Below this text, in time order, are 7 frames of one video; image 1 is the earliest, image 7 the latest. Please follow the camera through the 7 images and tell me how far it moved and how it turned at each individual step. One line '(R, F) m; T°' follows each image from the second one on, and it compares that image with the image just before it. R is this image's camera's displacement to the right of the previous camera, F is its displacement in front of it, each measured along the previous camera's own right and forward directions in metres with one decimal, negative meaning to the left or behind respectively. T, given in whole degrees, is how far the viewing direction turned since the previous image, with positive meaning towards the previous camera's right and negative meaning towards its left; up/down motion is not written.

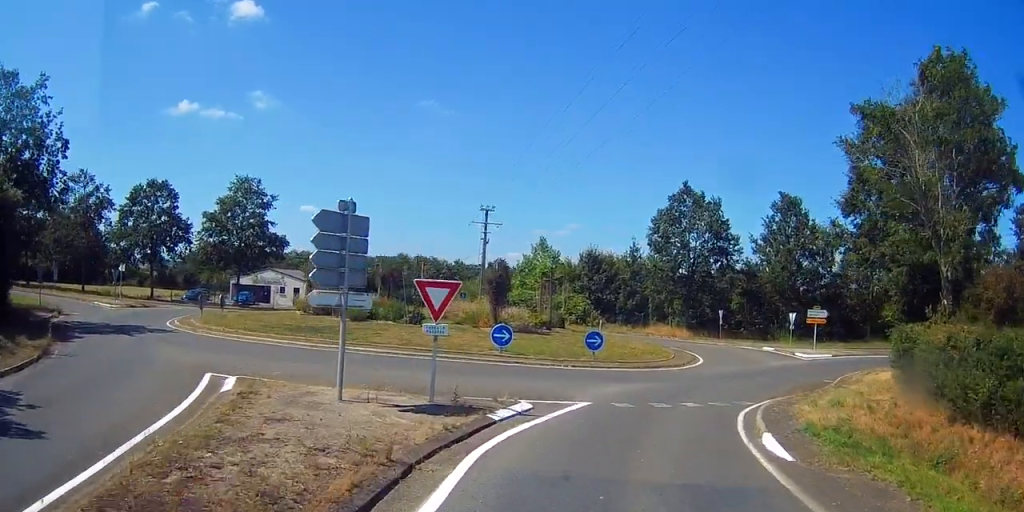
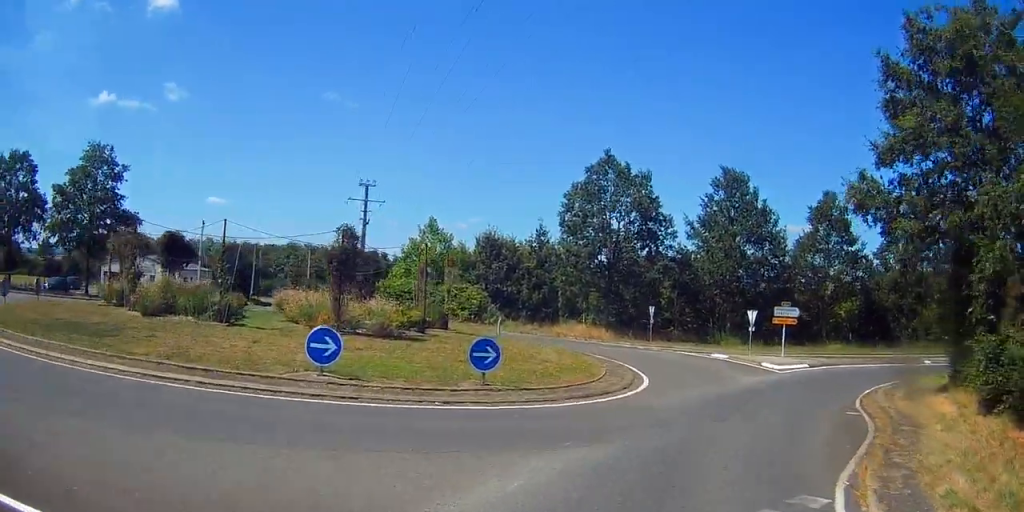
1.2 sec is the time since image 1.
(+0.2, +10.6) m; +10°
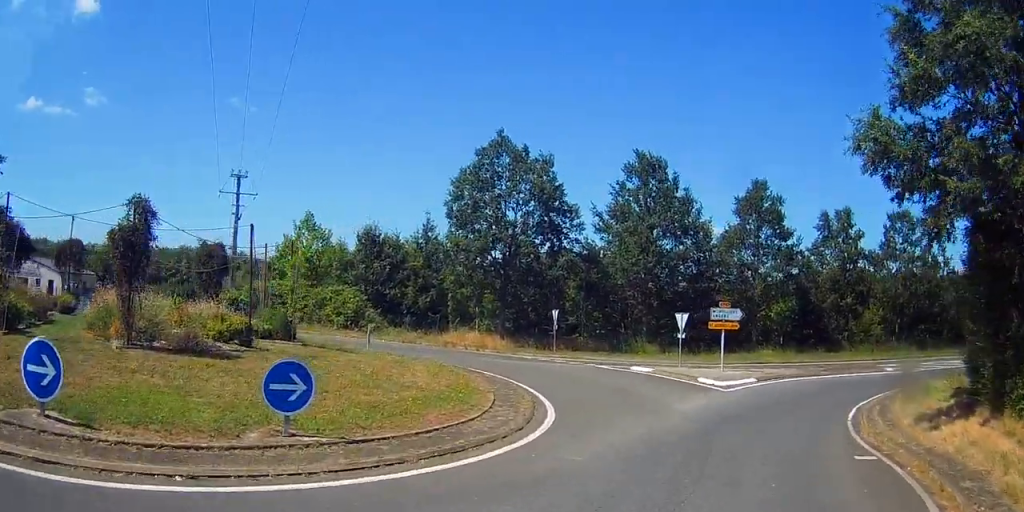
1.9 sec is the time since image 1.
(+0.9, +6.4) m; +10°
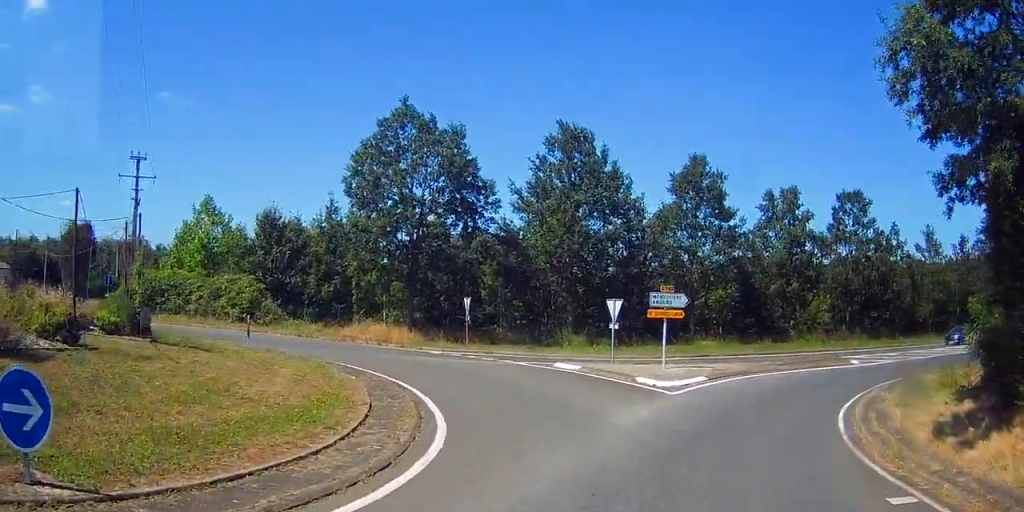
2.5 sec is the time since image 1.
(+0.3, +4.4) m; +12°
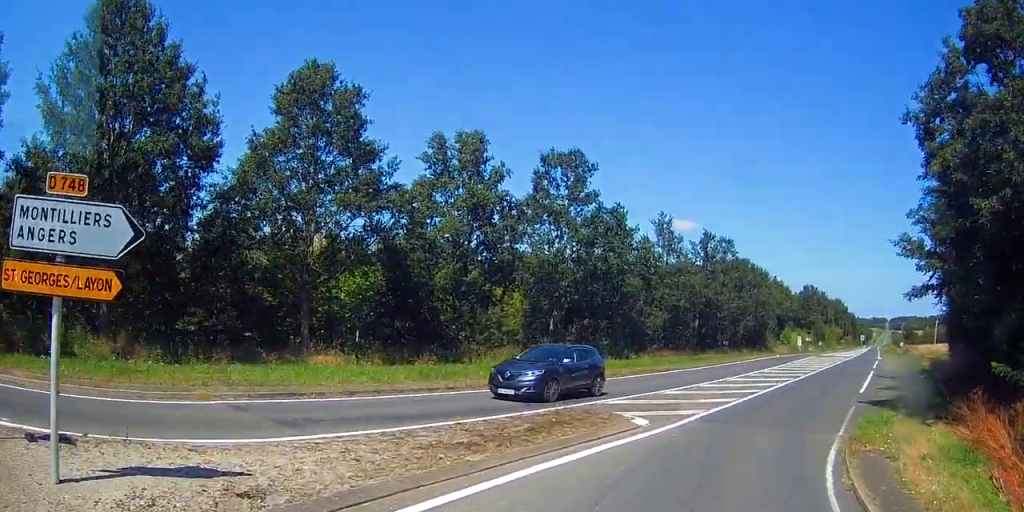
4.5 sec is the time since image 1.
(+7.5, +13.9) m; +44°
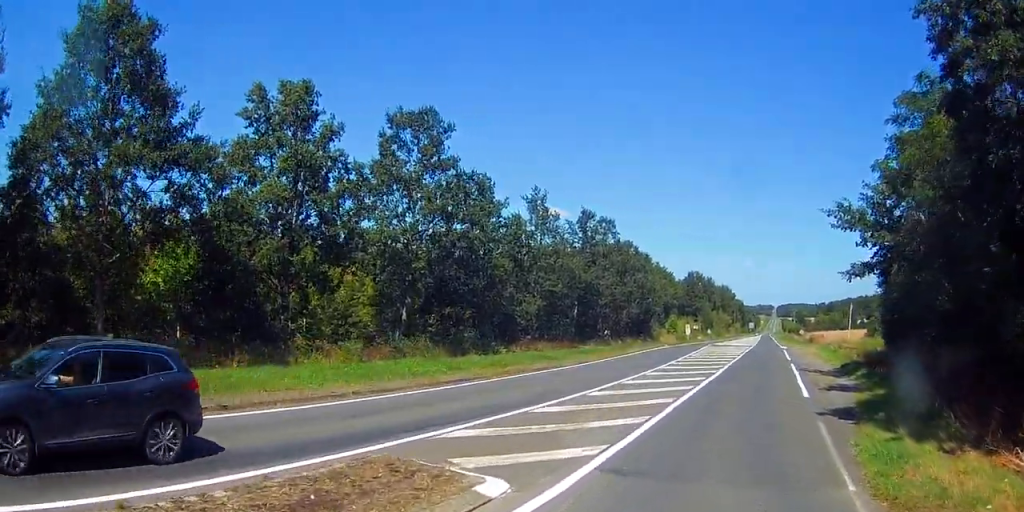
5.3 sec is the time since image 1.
(0.0, +6.5) m; 0°
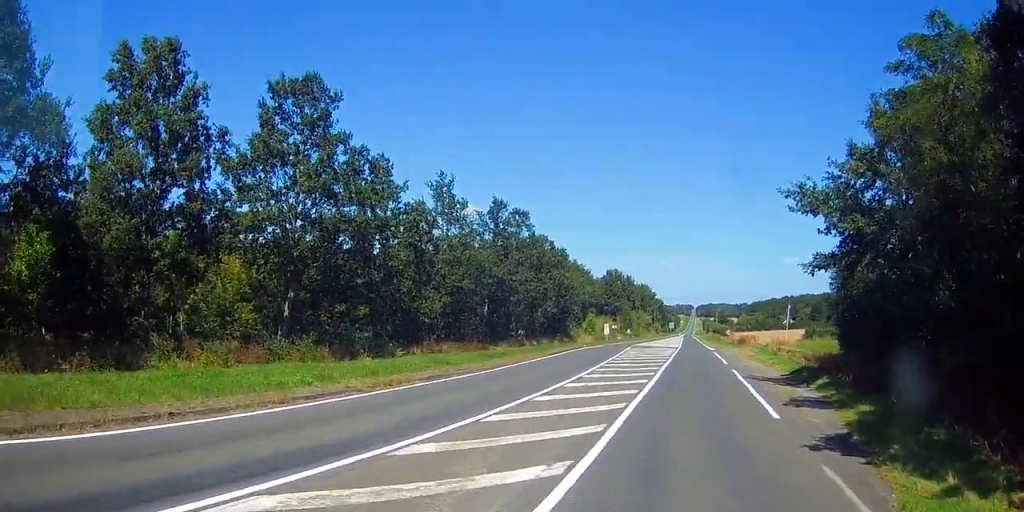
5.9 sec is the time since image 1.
(0.0, +5.0) m; 0°
